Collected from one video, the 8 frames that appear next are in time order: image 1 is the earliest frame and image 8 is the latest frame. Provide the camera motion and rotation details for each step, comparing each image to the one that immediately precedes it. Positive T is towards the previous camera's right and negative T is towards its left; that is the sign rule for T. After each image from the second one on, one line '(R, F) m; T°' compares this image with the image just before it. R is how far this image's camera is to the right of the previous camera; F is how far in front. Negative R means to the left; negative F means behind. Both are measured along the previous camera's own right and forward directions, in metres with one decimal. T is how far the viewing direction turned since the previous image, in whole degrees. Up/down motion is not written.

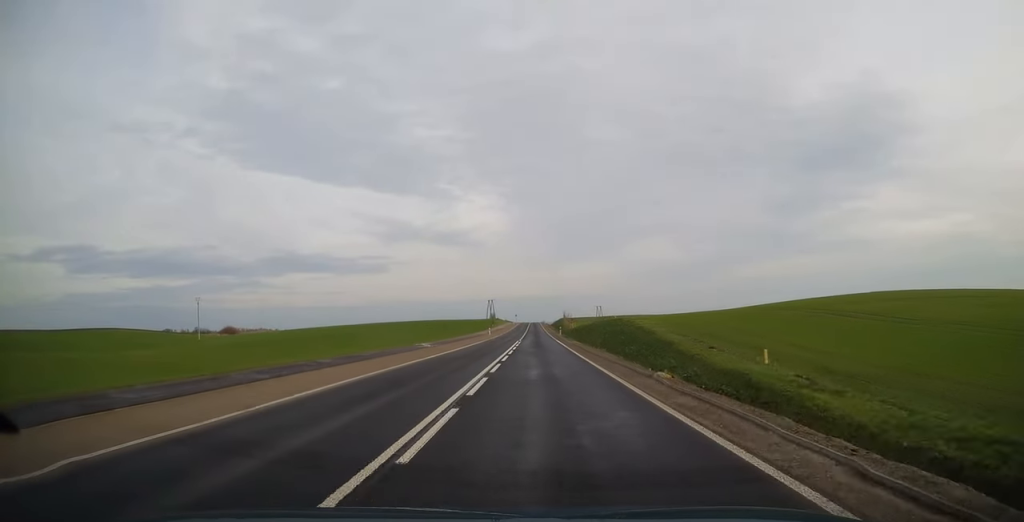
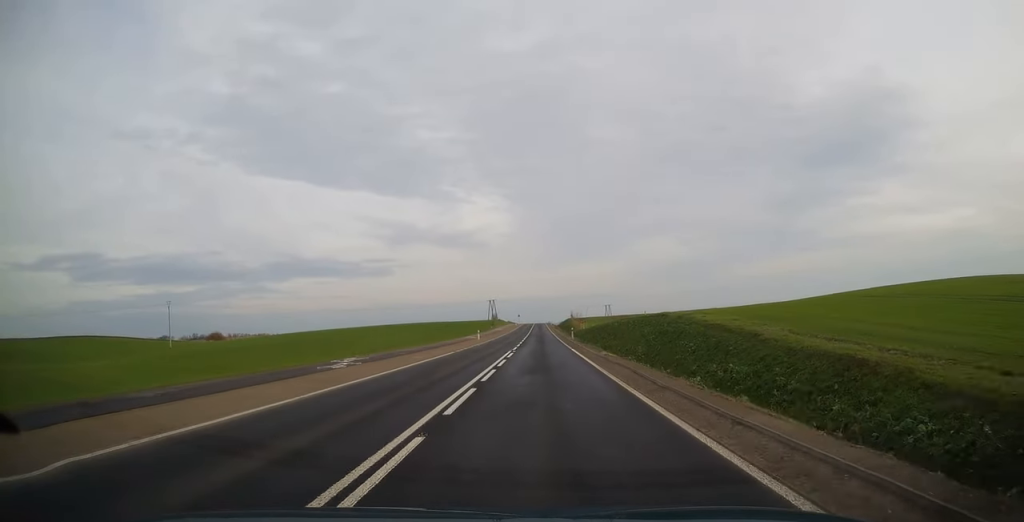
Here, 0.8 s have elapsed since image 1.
(-0.5, +20.5) m; -2°
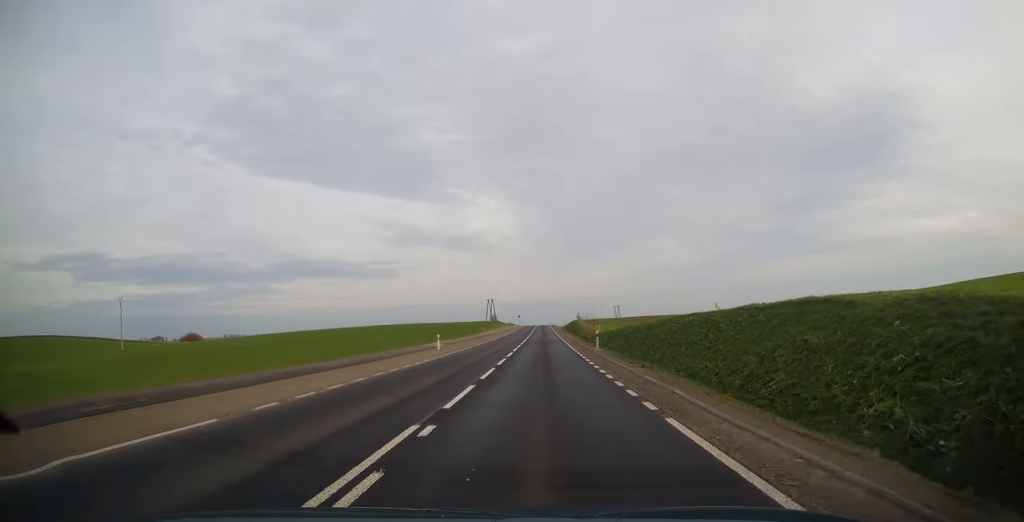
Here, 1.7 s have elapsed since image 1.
(-0.1, +25.8) m; 0°
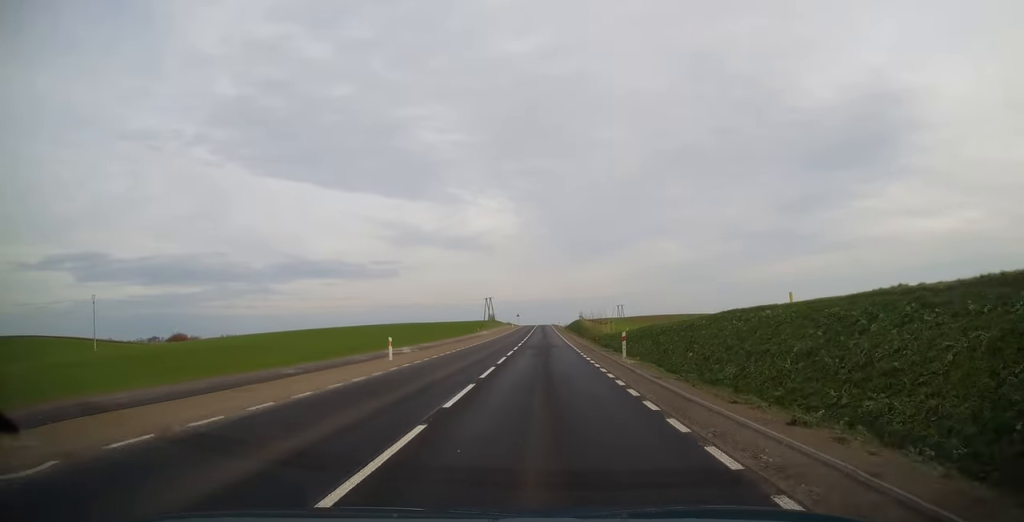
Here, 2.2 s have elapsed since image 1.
(0.0, +12.0) m; 0°
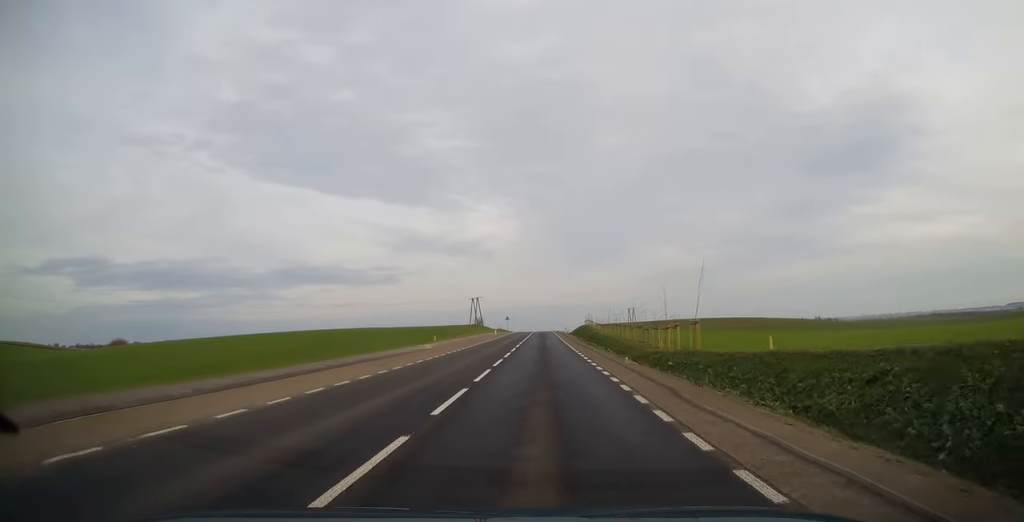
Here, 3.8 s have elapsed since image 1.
(-0.1, +42.6) m; -1°
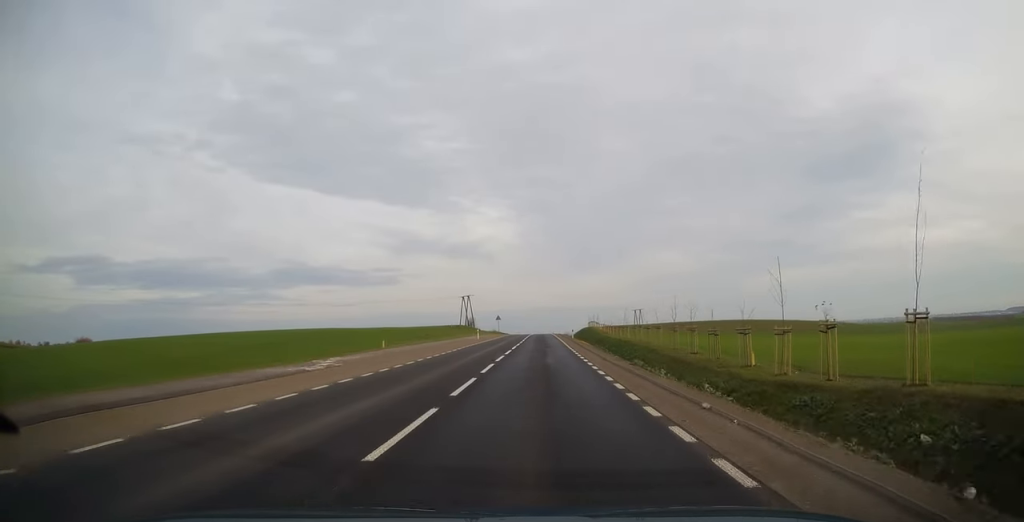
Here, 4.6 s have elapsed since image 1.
(-0.3, +21.2) m; 0°
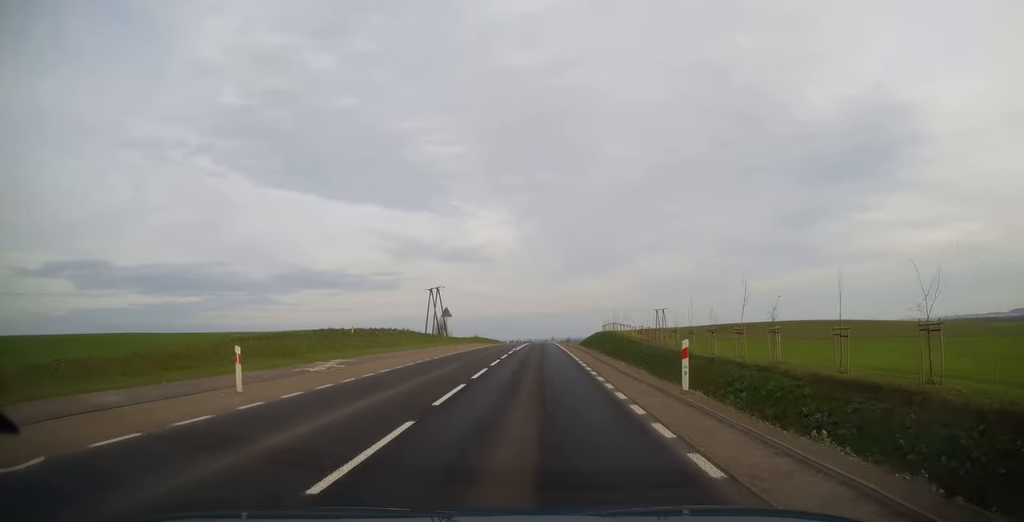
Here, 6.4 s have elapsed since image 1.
(+0.4, +49.0) m; 0°
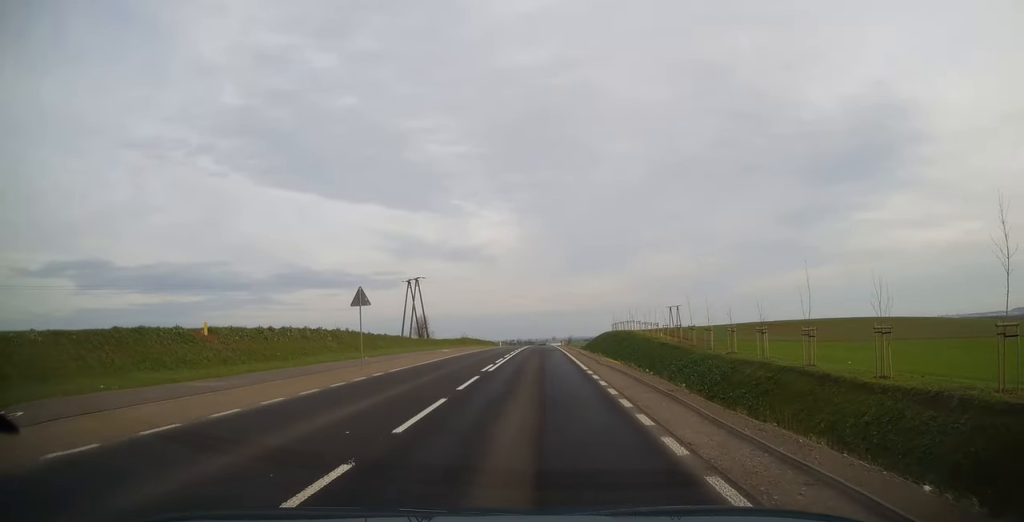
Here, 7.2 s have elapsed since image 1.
(-0.1, +20.8) m; 0°
